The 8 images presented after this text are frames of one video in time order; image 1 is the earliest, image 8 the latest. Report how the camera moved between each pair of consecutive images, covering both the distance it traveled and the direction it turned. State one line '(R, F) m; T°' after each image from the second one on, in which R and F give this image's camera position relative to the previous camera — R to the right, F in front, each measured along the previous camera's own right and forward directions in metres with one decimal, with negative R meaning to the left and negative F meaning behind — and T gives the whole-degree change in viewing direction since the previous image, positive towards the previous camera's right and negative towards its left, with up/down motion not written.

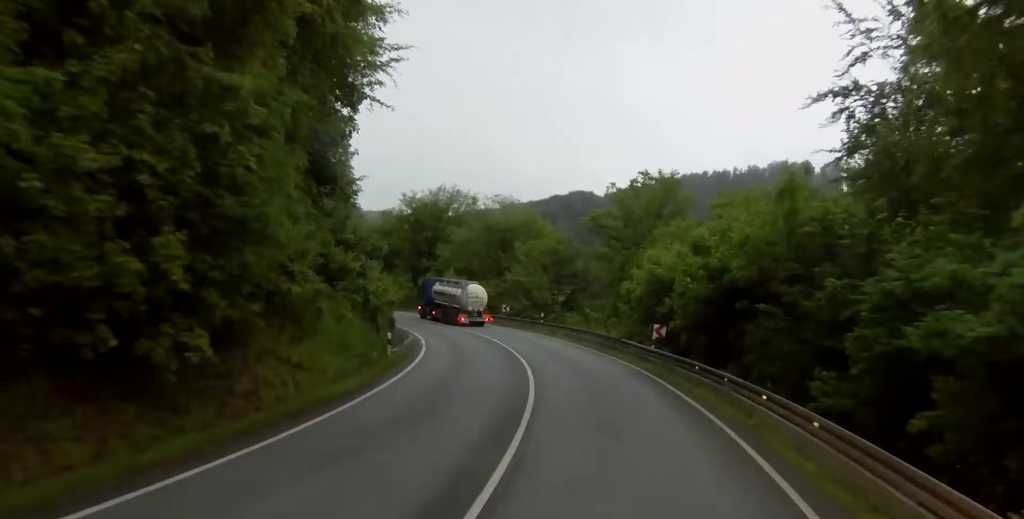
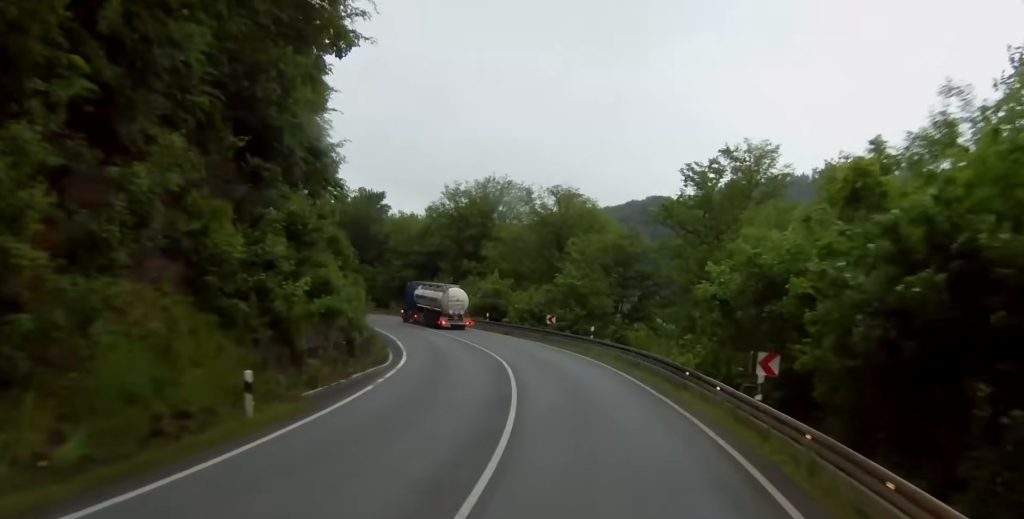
(-0.4, +15.9) m; -6°
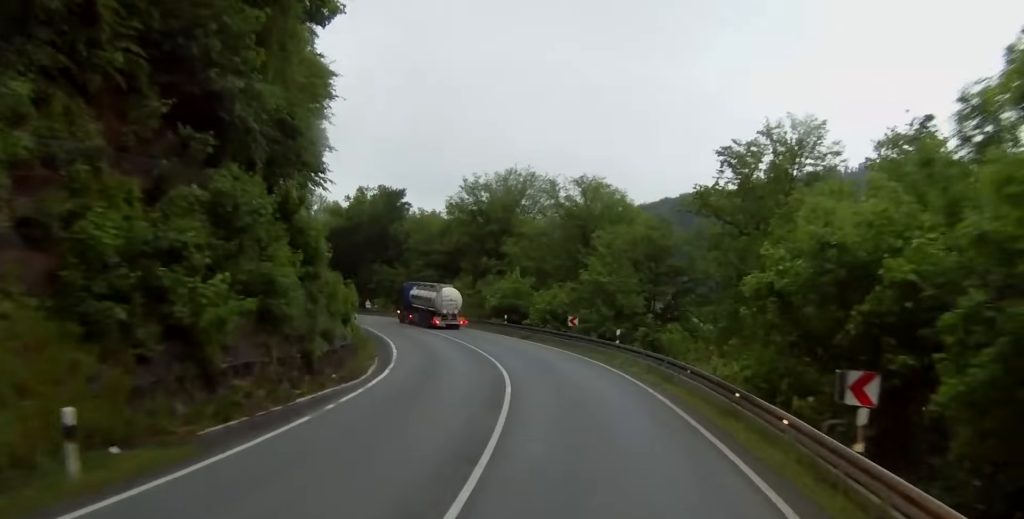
(-0.1, +6.4) m; -3°
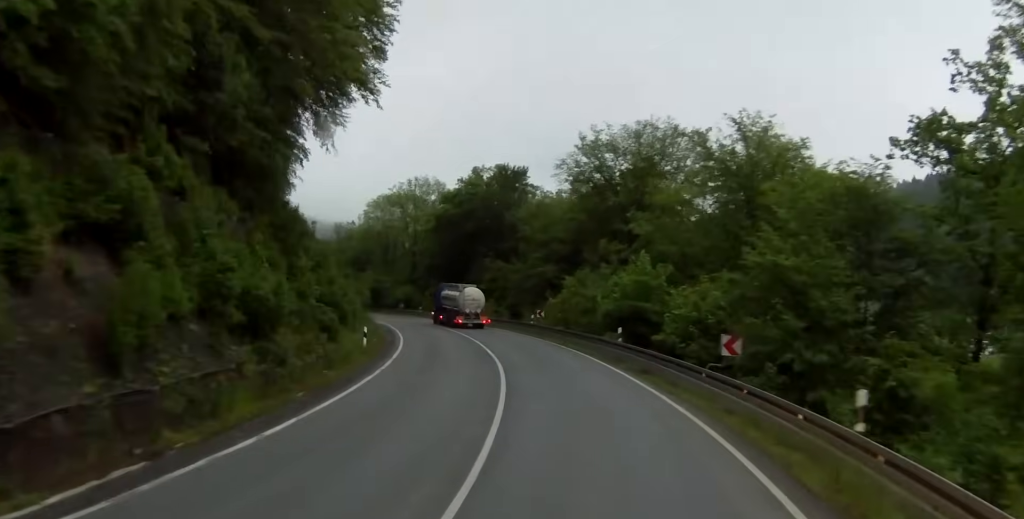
(-2.5, +22.9) m; -11°
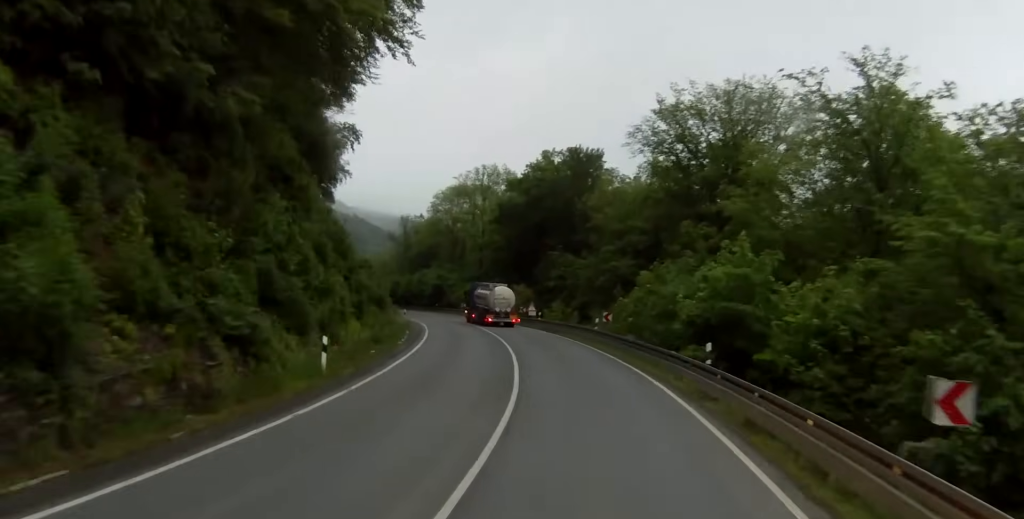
(-0.5, +10.4) m; -5°
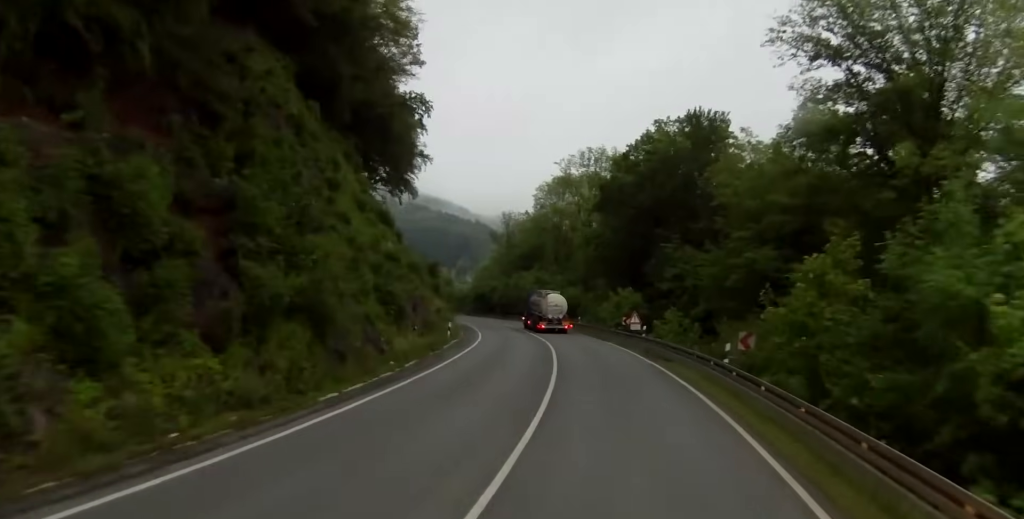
(-1.1, +16.5) m; -6°
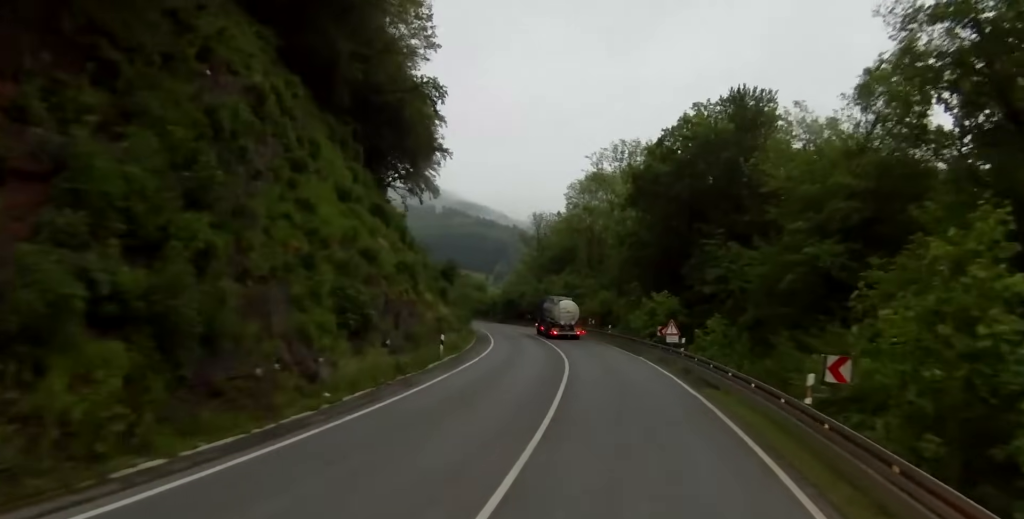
(0.0, +6.8) m; -2°
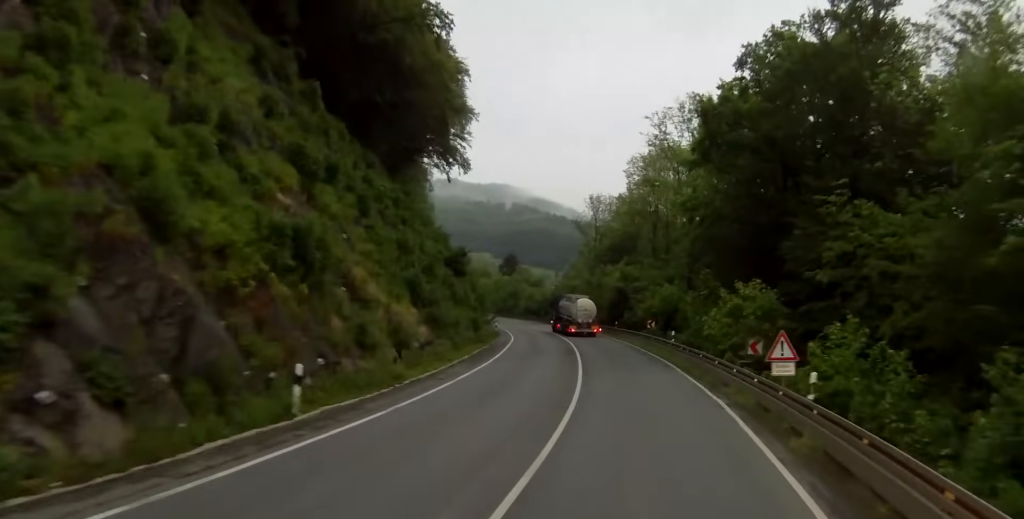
(-0.6, +15.6) m; -7°
